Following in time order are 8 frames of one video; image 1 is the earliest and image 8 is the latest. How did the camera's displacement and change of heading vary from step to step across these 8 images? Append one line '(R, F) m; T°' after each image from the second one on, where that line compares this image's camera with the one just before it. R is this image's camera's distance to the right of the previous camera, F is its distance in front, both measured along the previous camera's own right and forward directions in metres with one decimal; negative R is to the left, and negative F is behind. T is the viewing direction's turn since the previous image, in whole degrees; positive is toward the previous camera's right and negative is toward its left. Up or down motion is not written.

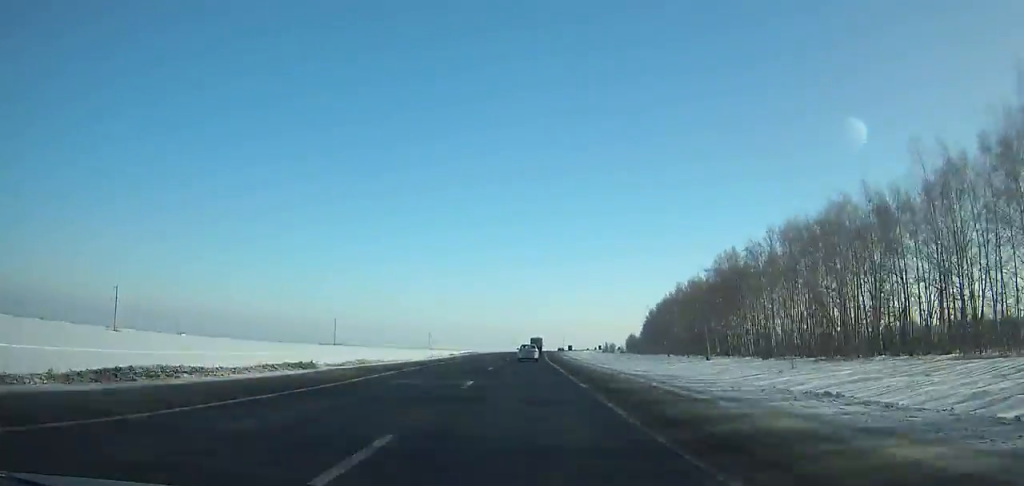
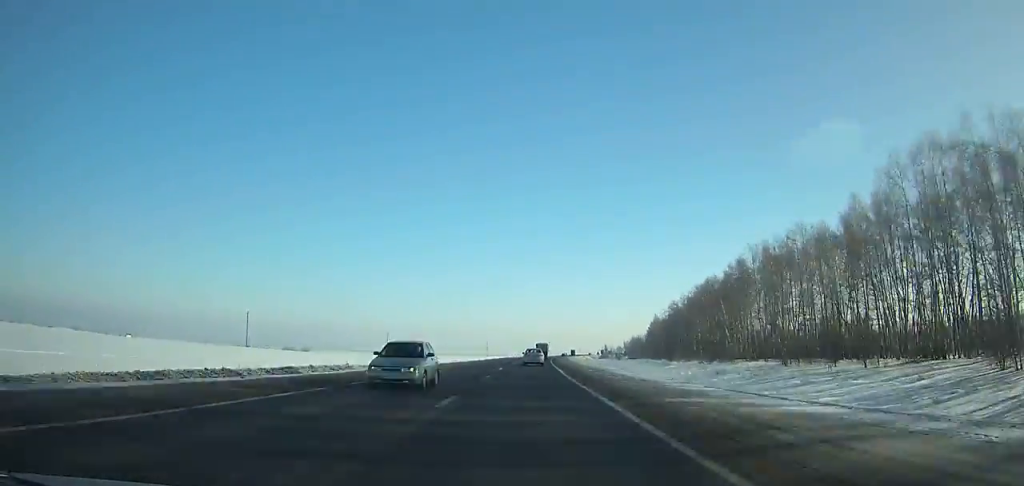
(+2.2, +77.8) m; +3°
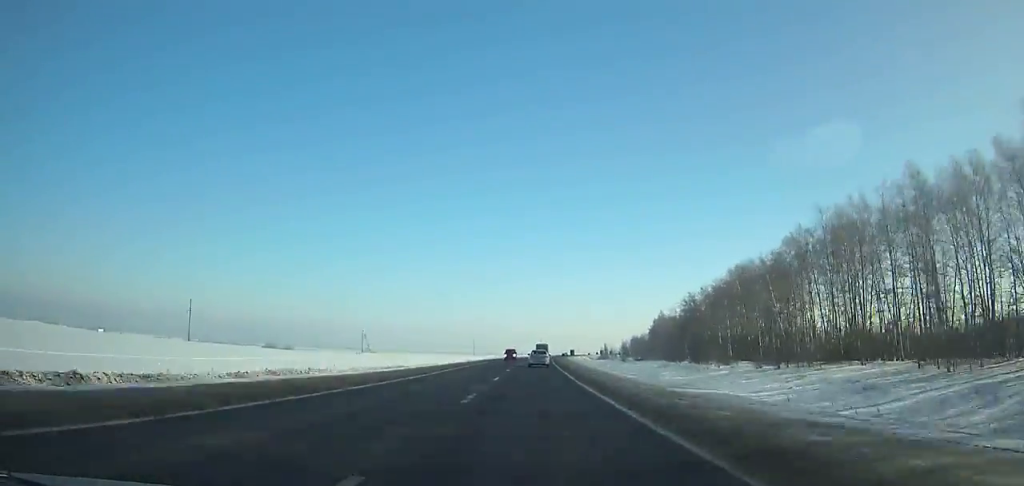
(+0.7, +33.9) m; +1°
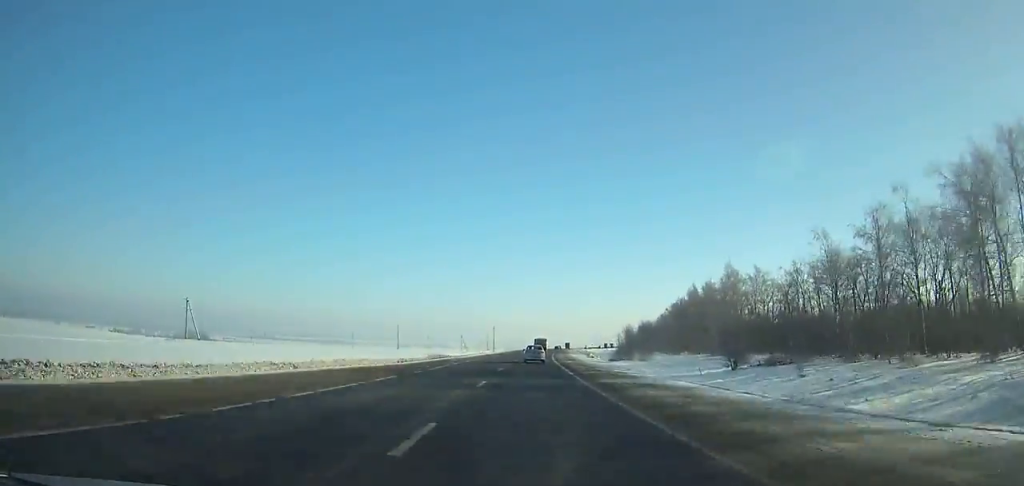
(+4.7, +139.0) m; +4°
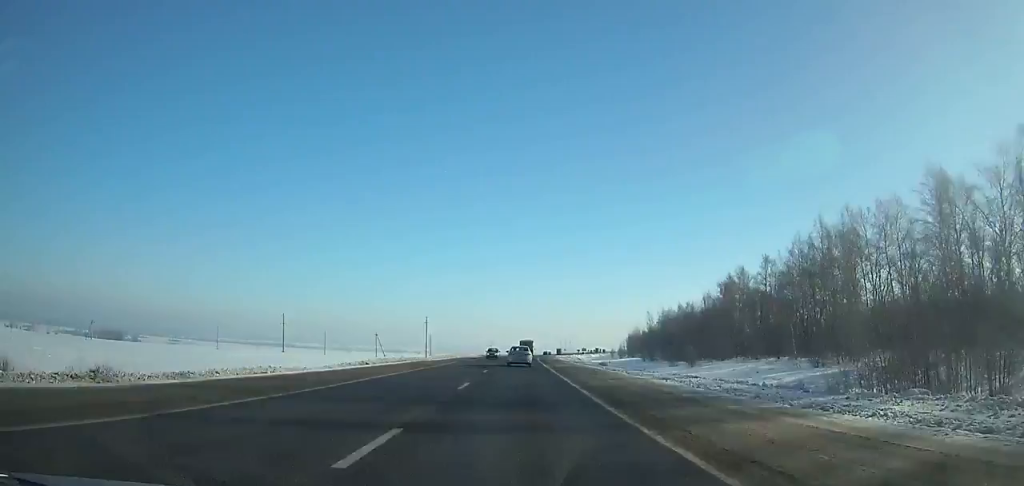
(+3.8, +106.7) m; +3°
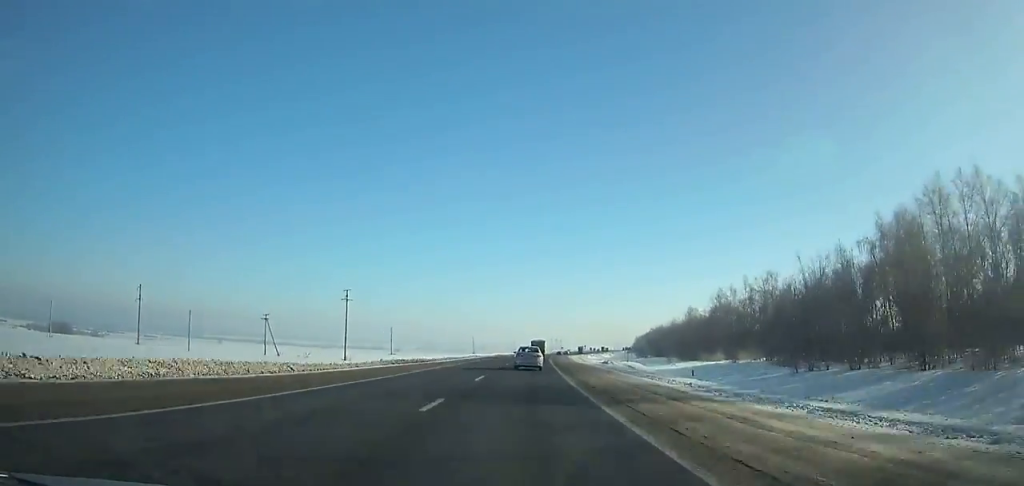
(+1.3, +76.1) m; +2°
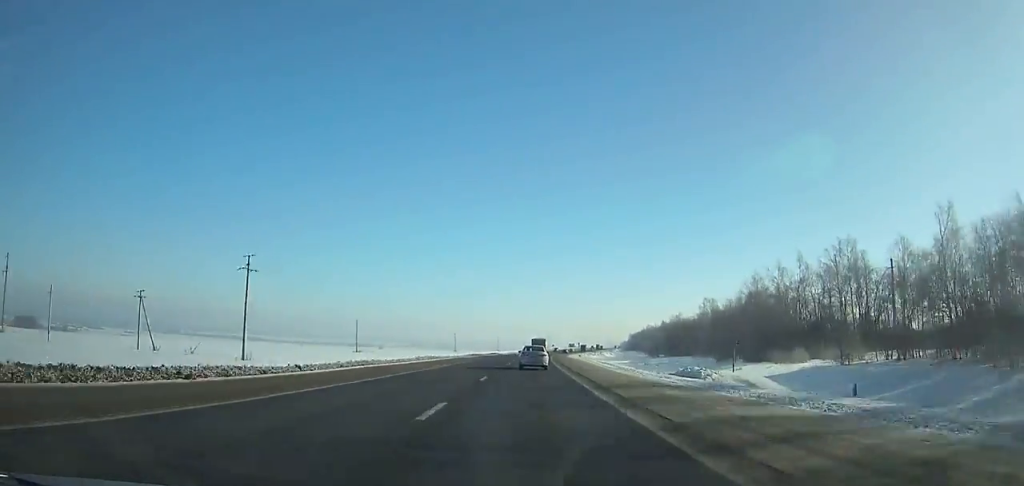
(-0.1, +37.5) m; +1°
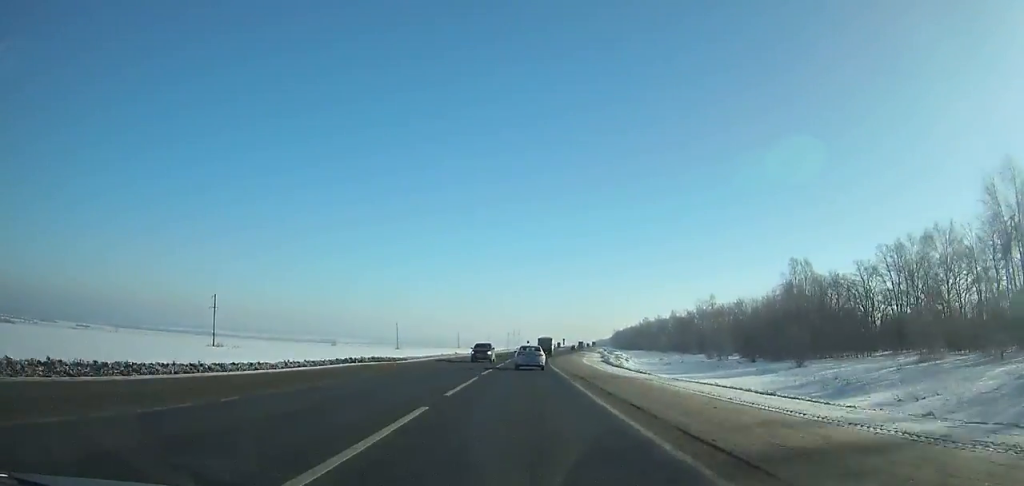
(+3.1, +89.7) m; +4°
